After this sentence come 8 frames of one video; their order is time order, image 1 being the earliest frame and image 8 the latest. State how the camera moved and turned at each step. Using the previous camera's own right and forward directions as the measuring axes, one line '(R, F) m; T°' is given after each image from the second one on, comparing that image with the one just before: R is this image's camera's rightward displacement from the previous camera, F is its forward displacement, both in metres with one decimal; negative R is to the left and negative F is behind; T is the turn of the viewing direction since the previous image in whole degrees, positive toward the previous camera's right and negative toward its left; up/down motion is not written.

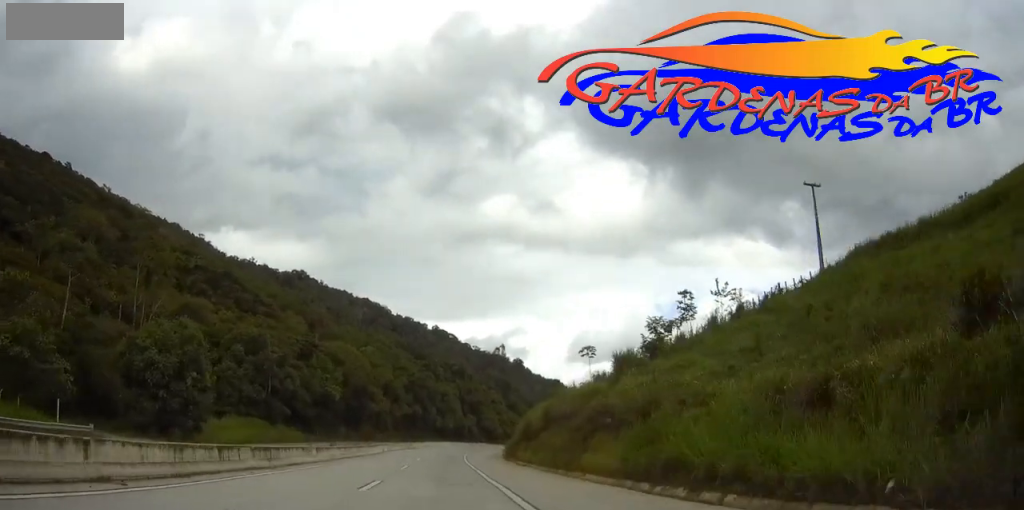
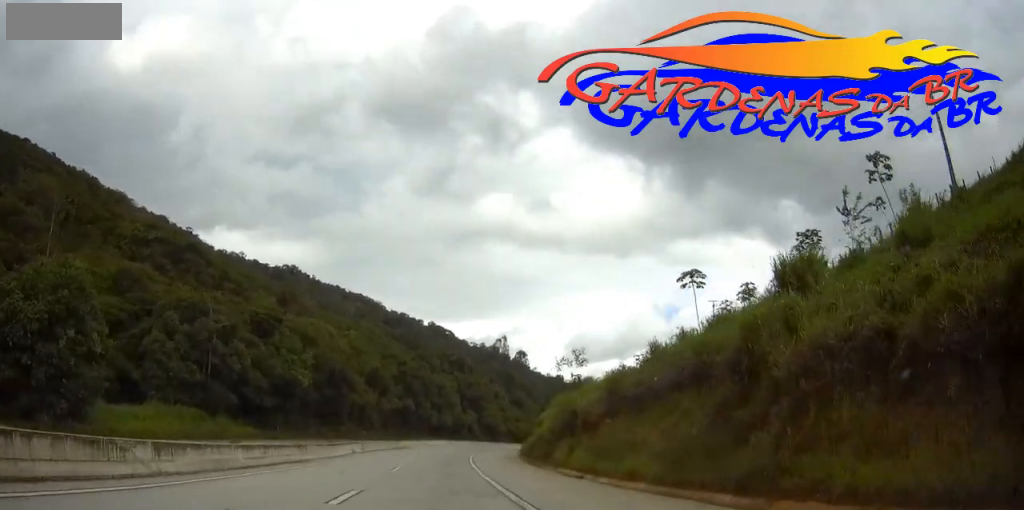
(-0.1, +21.0) m; 0°
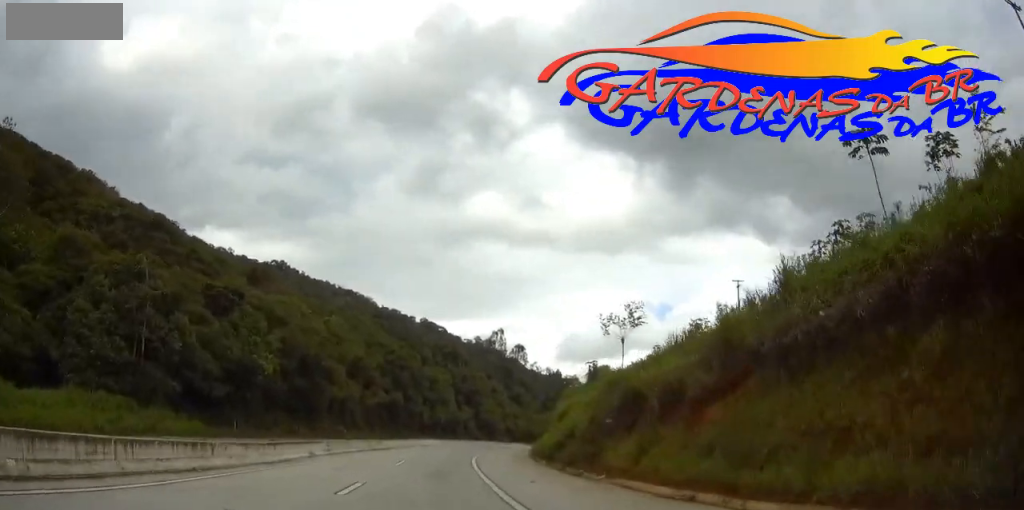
(+0.1, +13.5) m; 0°
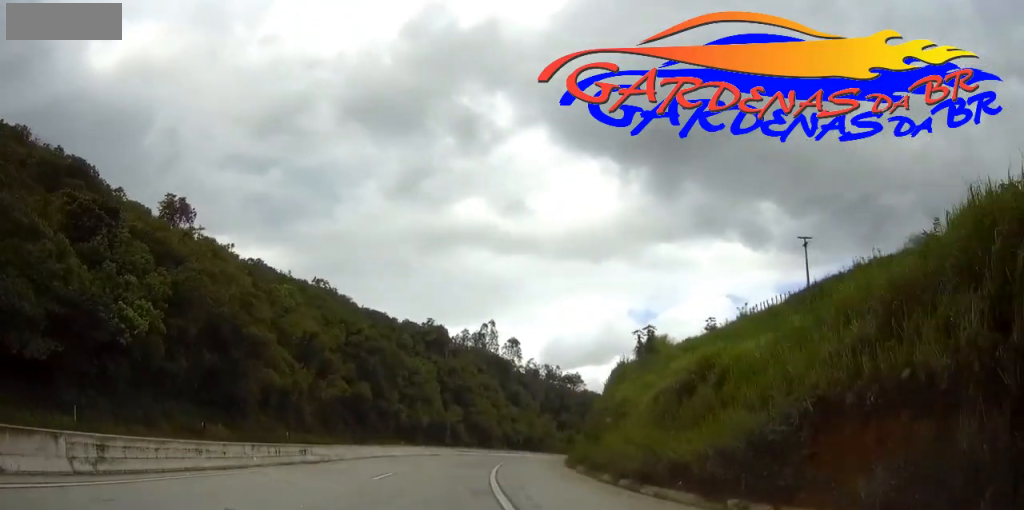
(+0.2, +26.1) m; +1°
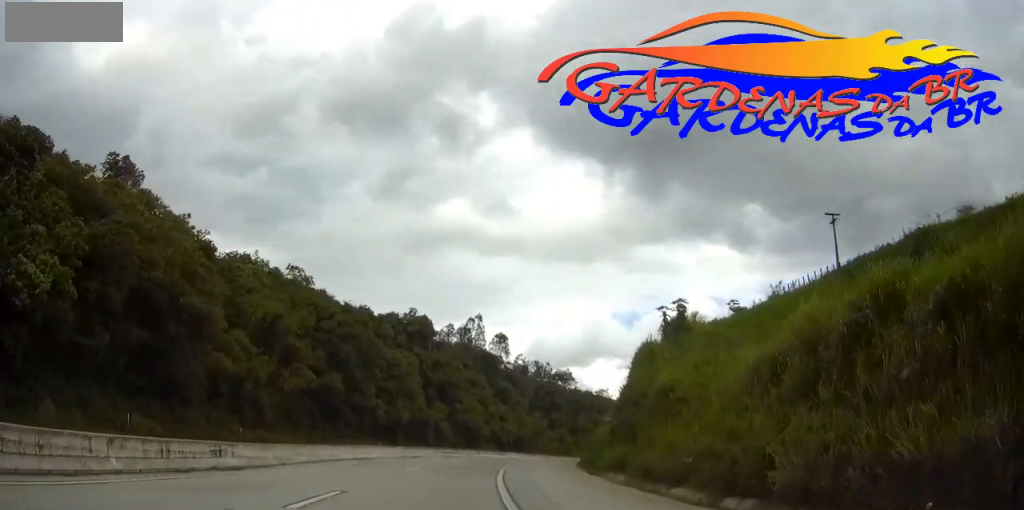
(0.0, +10.2) m; +1°
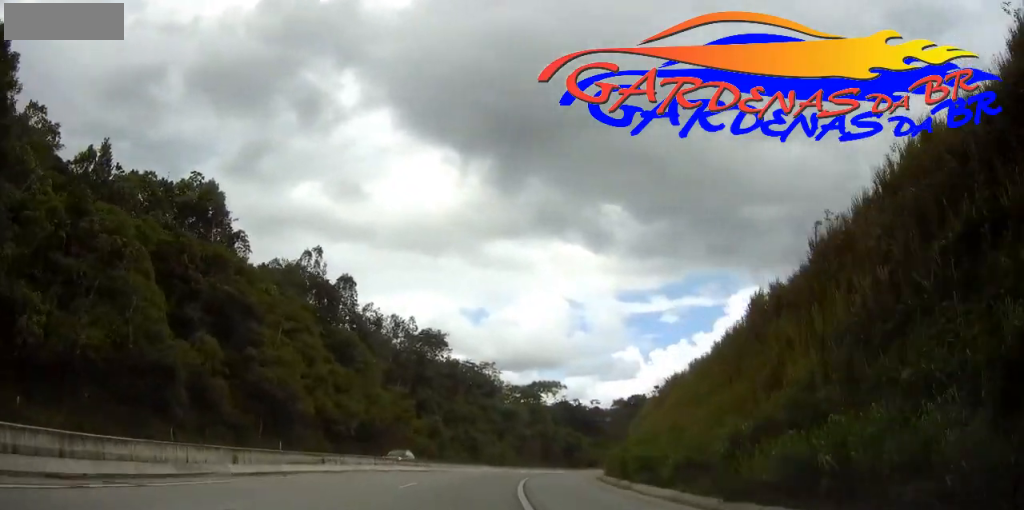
(+4.9, +53.3) m; +12°
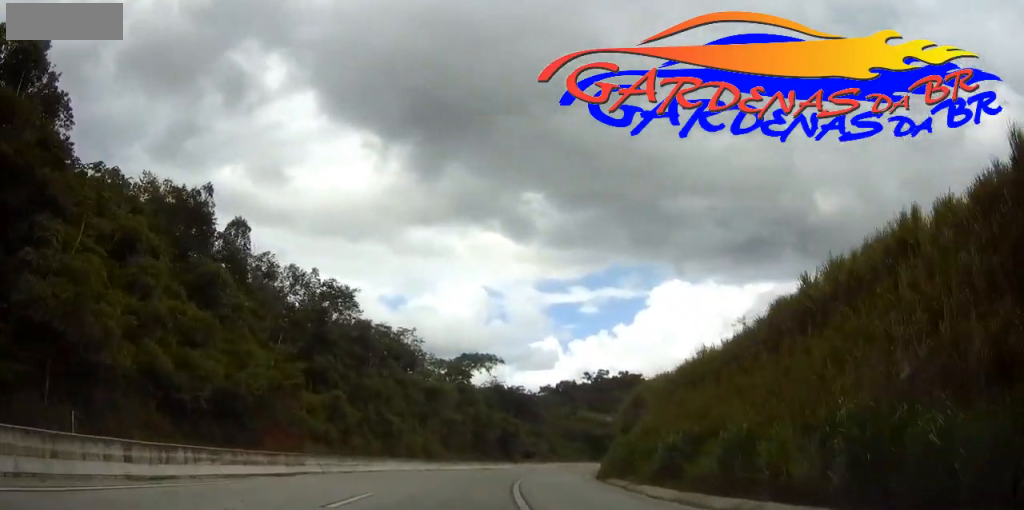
(+1.3, +23.8) m; +6°
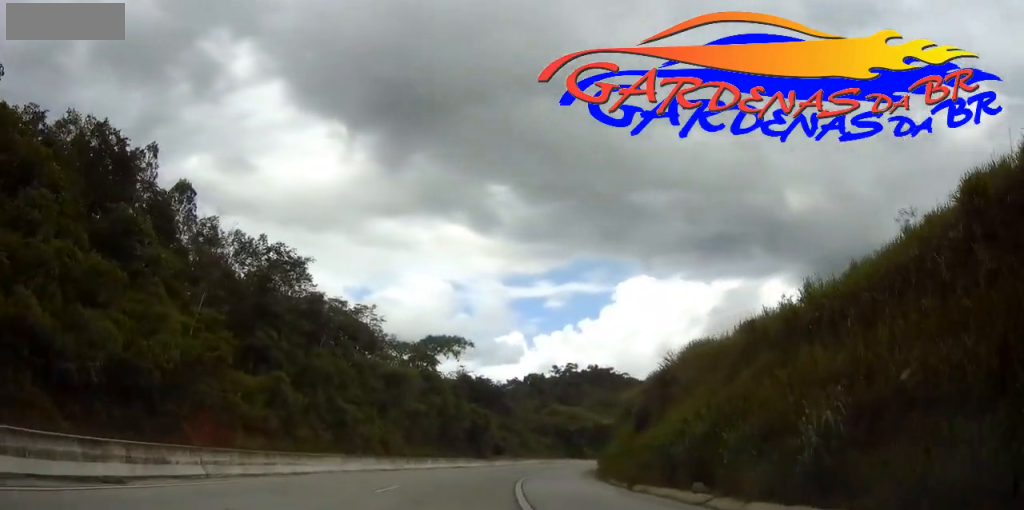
(+0.1, +11.2) m; +3°
